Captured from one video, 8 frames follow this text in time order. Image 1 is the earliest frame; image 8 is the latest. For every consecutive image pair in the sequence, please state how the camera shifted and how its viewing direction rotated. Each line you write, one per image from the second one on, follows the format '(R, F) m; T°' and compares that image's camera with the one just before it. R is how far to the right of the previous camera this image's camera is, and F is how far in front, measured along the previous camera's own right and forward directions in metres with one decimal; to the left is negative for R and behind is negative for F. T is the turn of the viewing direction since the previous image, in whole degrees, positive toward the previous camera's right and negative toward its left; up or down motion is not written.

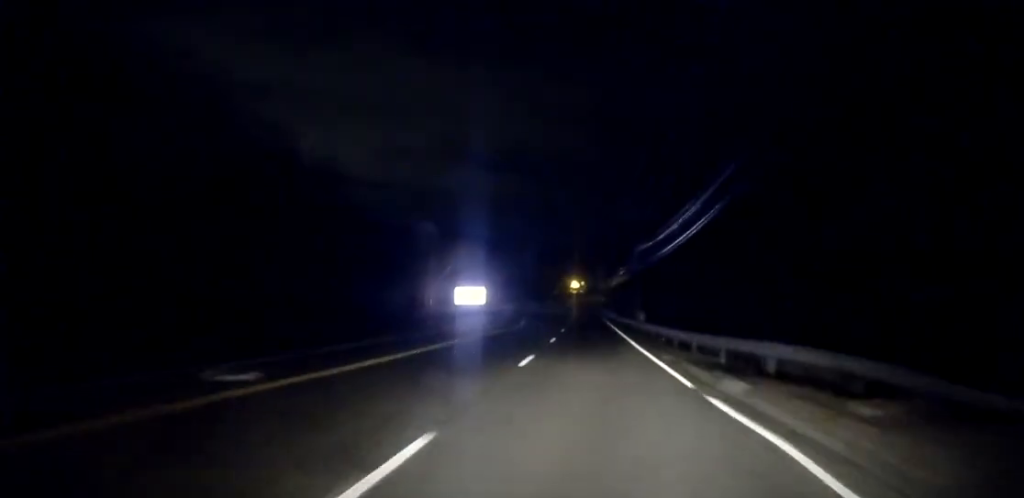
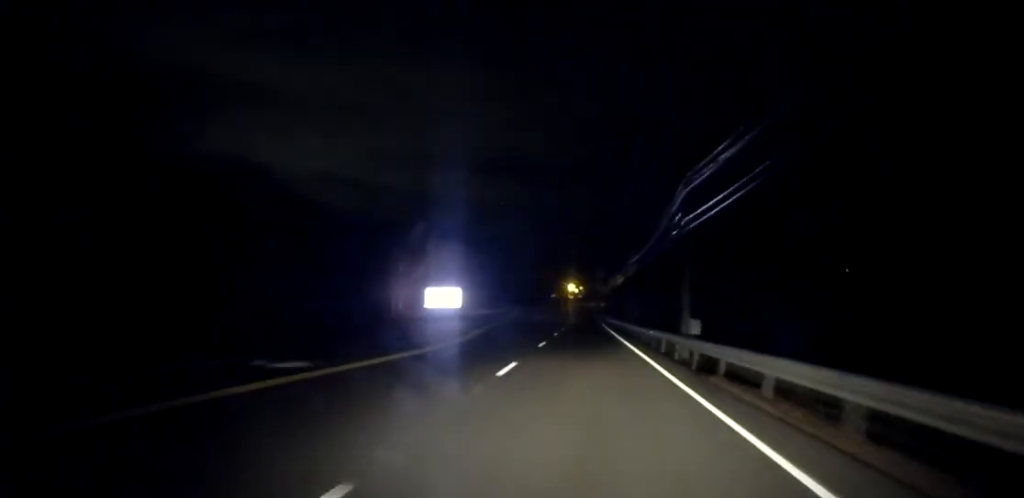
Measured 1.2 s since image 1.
(+0.1, +26.5) m; 0°
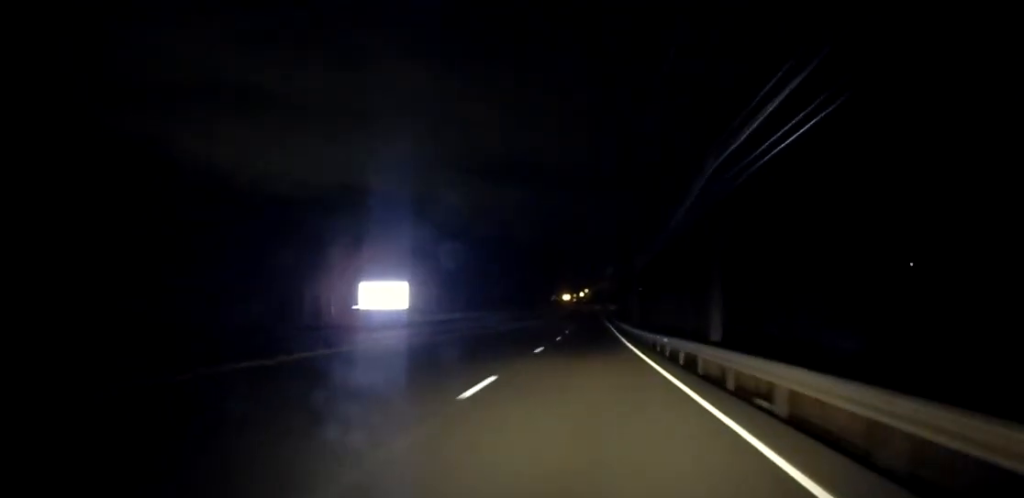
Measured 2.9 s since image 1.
(0.0, +39.7) m; 0°
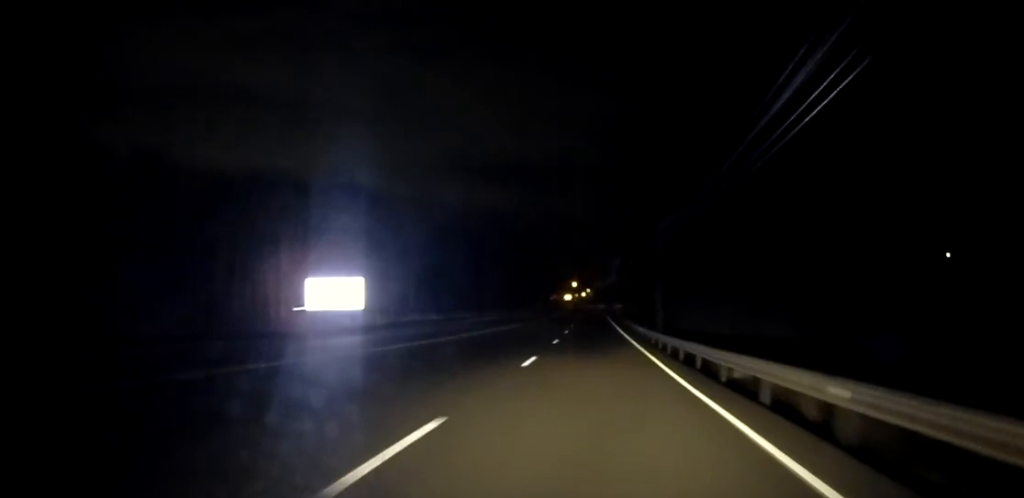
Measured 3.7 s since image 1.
(0.0, +17.7) m; 0°
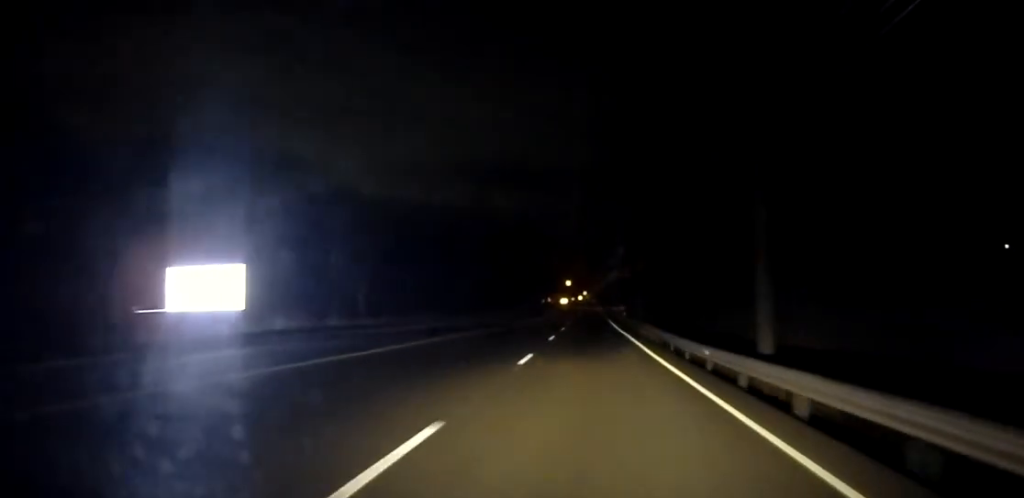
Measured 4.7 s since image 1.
(-0.1, +24.6) m; -1°
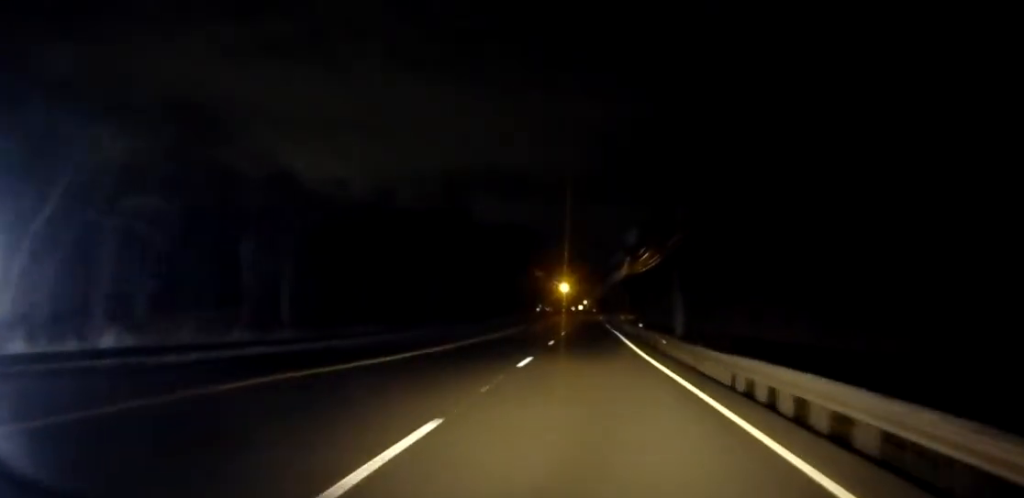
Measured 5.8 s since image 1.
(-0.1, +23.8) m; 0°
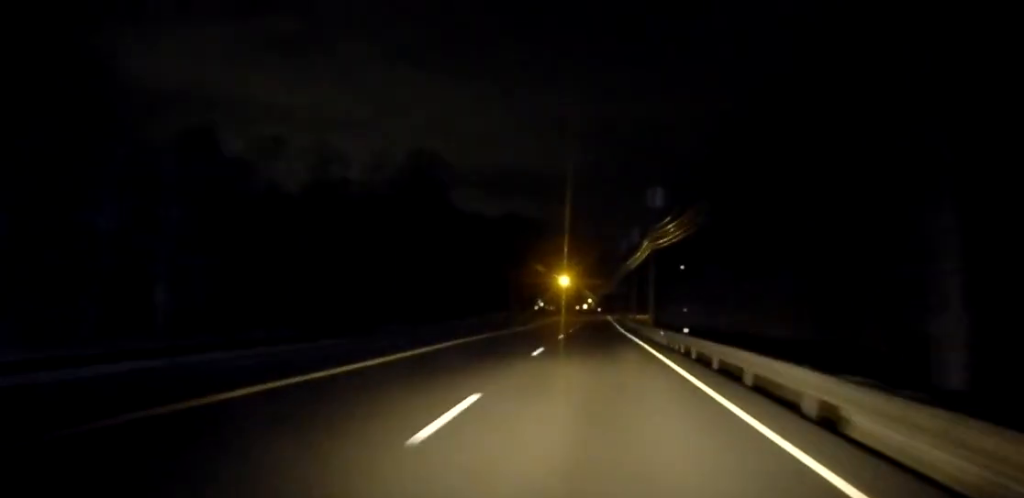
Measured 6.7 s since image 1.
(0.0, +22.2) m; 0°
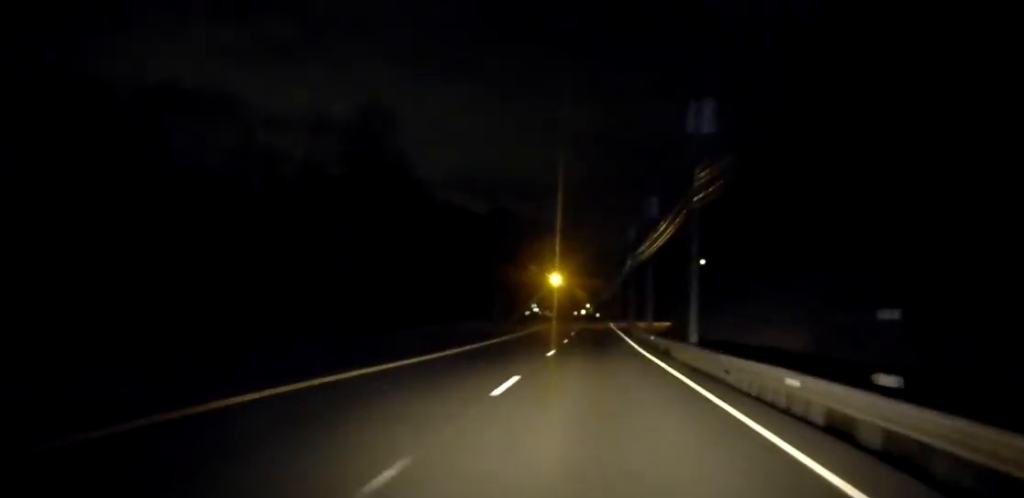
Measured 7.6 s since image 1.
(-0.1, +20.0) m; 0°
